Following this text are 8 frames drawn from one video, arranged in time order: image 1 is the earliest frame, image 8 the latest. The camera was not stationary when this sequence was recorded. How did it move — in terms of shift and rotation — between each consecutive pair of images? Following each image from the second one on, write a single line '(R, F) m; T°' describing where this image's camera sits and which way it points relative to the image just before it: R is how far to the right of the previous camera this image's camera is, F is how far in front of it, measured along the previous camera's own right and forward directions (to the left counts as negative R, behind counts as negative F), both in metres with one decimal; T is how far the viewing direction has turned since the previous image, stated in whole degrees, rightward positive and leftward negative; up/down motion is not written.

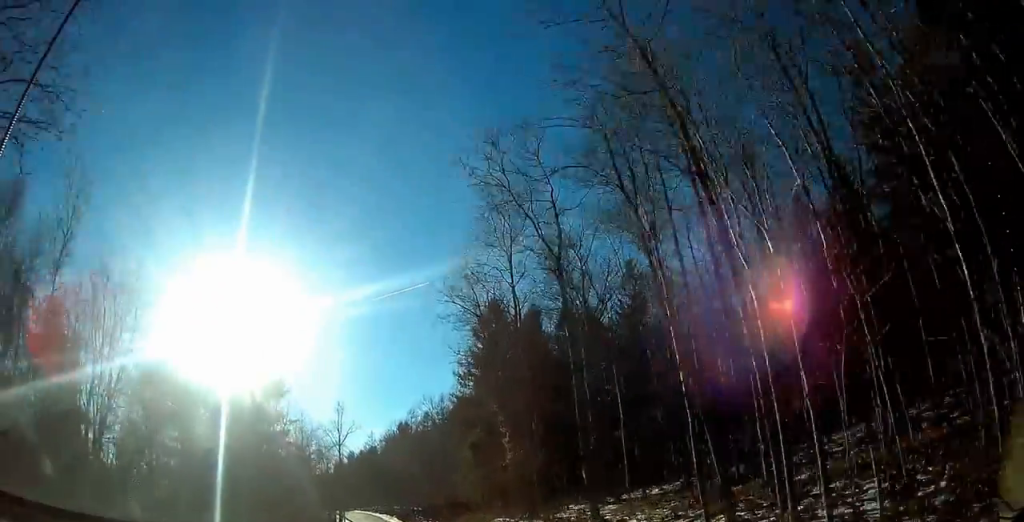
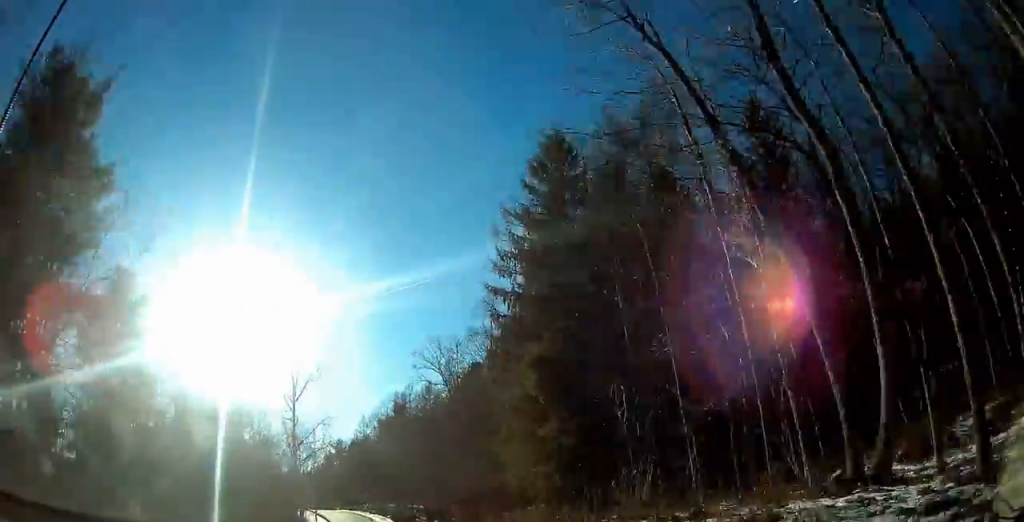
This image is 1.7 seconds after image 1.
(0.0, +32.7) m; 0°
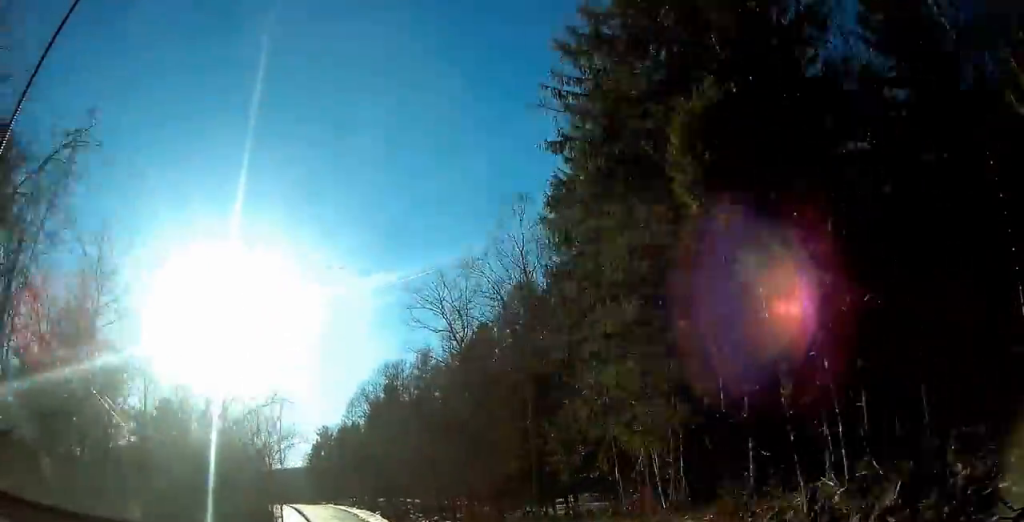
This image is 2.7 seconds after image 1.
(0.0, +18.6) m; 0°
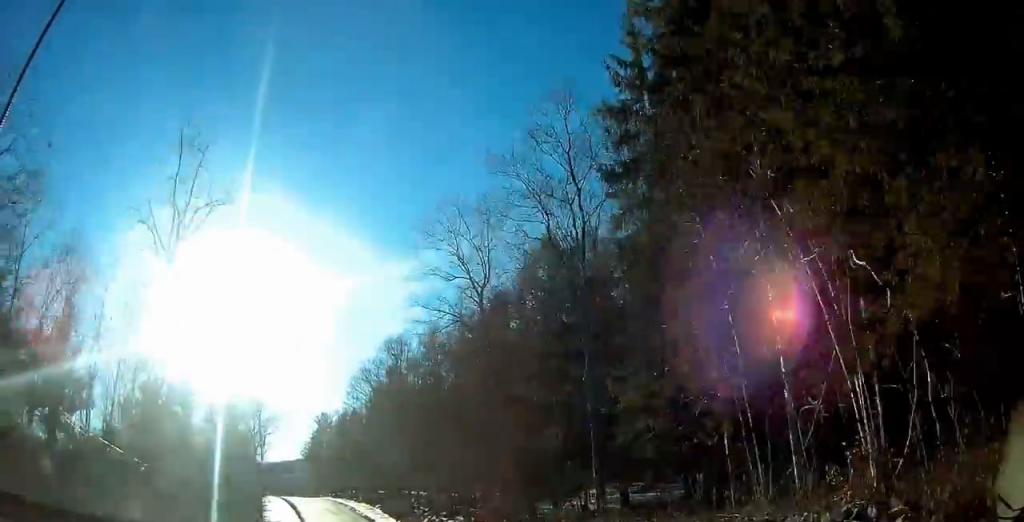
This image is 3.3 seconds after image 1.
(0.0, +10.5) m; -1°
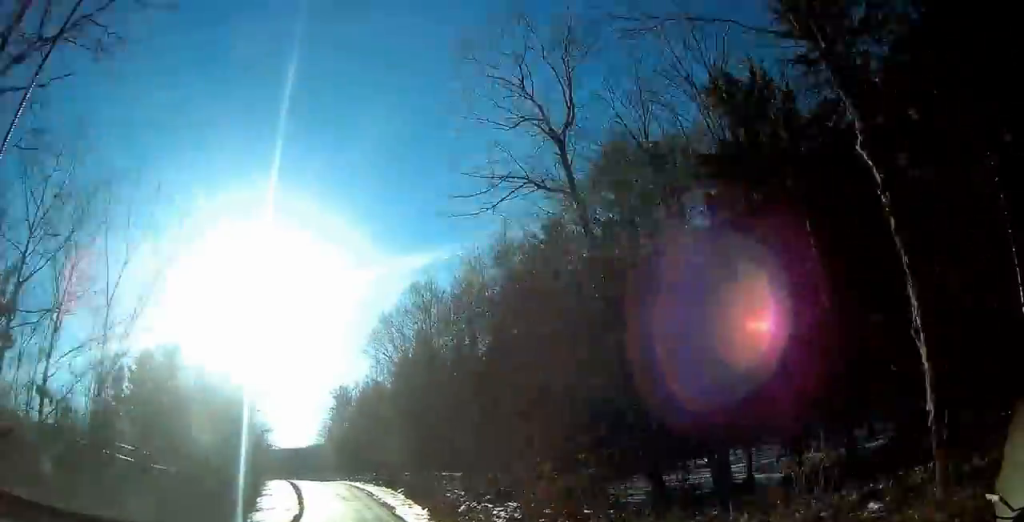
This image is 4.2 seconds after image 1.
(0.0, +15.9) m; -2°
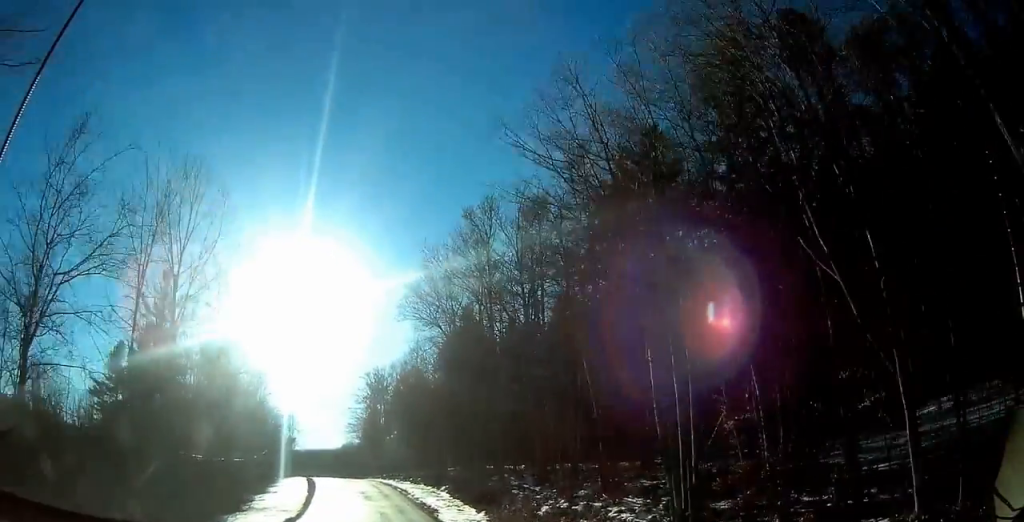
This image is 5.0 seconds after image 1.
(-0.6, +16.0) m; -4°
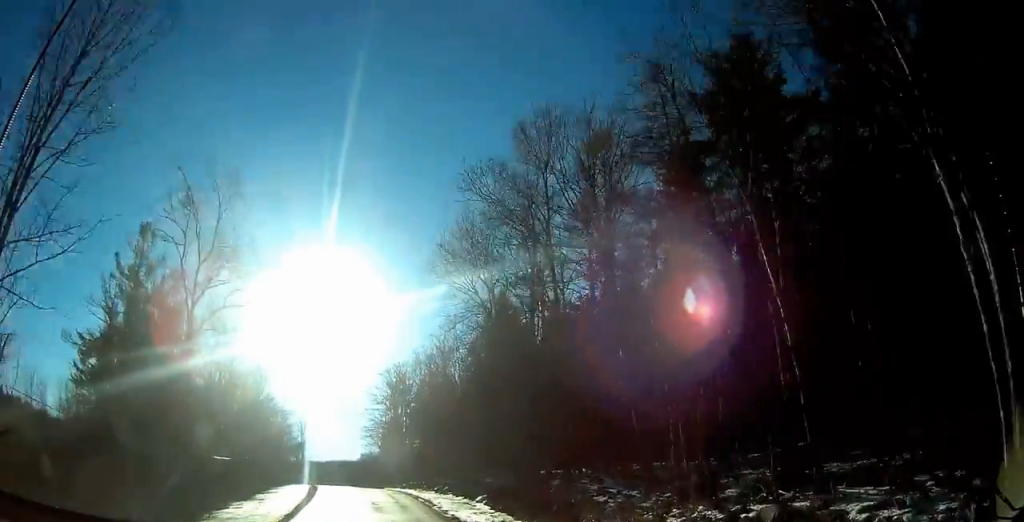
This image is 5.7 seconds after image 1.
(-0.4, +12.8) m; -1°
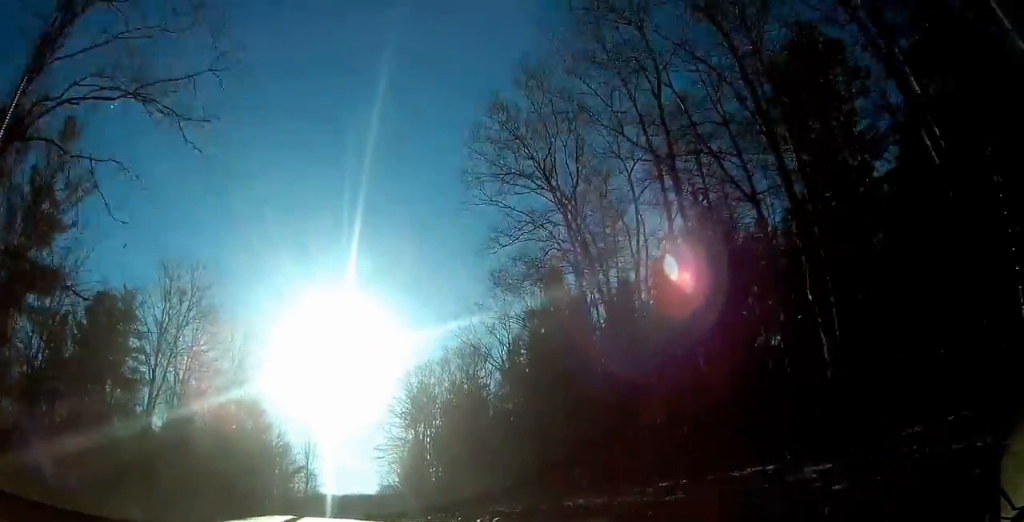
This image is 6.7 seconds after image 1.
(-0.3, +20.2) m; -2°
